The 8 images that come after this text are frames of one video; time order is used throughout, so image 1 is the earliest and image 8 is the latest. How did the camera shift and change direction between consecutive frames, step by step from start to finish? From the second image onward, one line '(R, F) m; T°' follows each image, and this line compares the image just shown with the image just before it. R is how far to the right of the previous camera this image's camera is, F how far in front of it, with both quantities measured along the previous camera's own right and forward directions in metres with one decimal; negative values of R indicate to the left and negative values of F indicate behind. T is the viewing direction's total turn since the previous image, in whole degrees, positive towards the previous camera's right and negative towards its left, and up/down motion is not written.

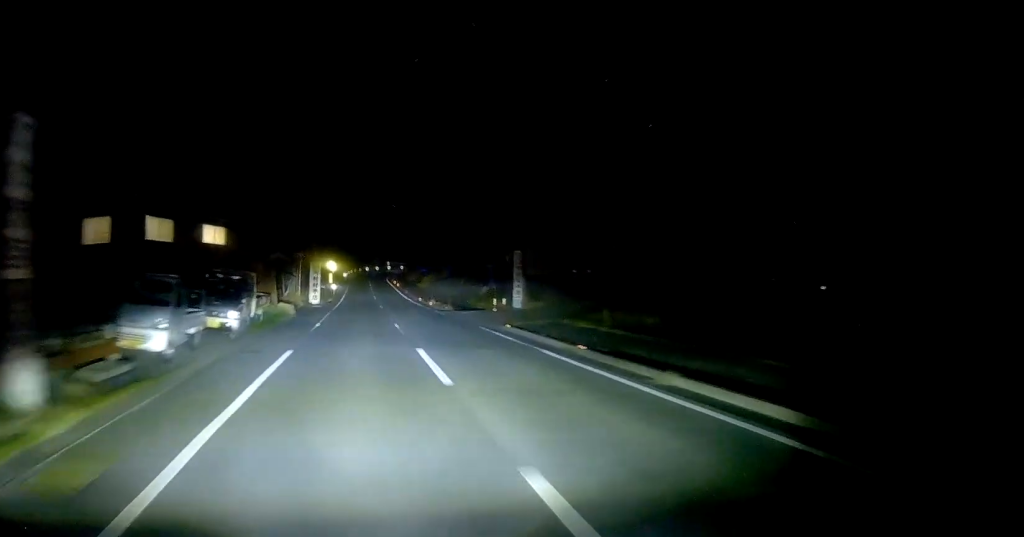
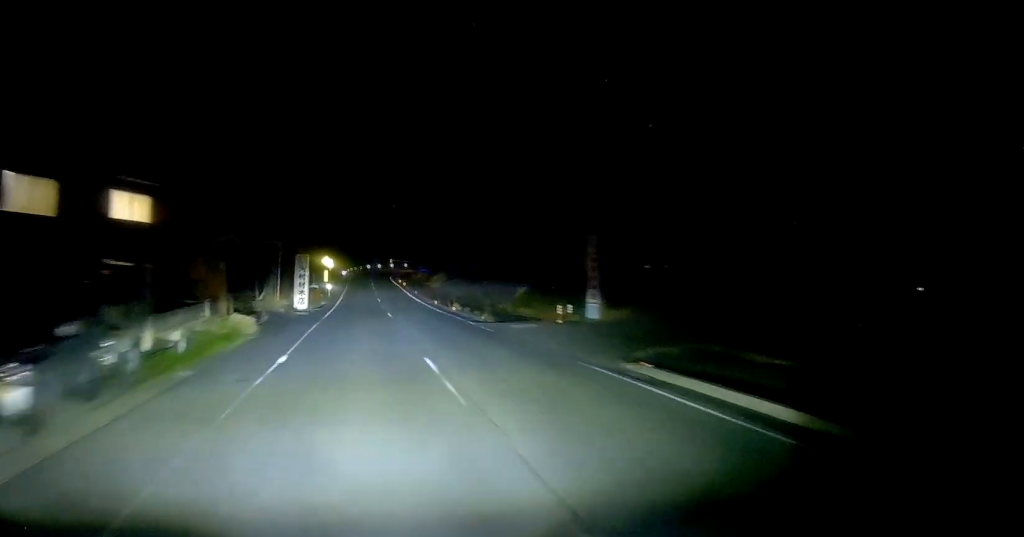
(0.0, +11.2) m; 0°
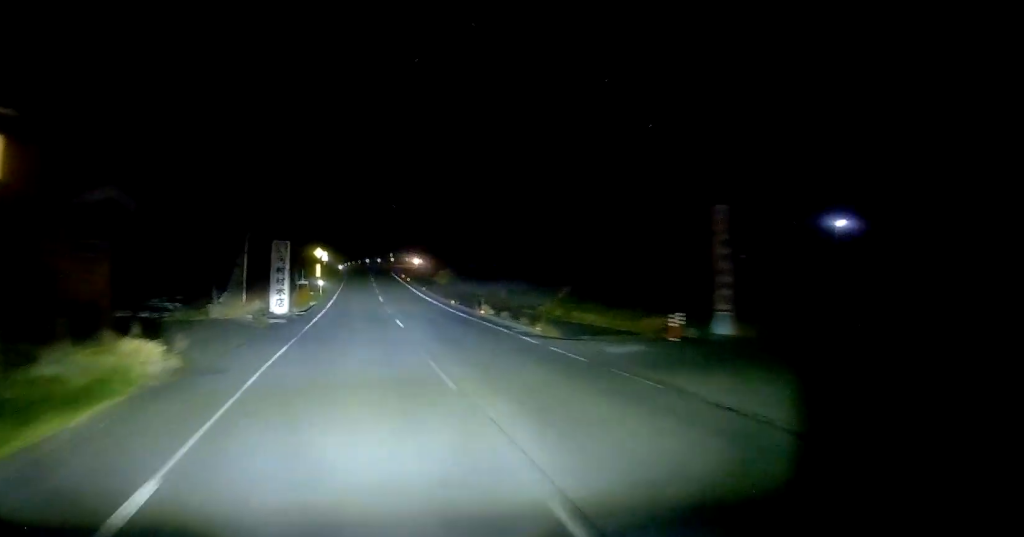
(0.0, +9.1) m; +1°
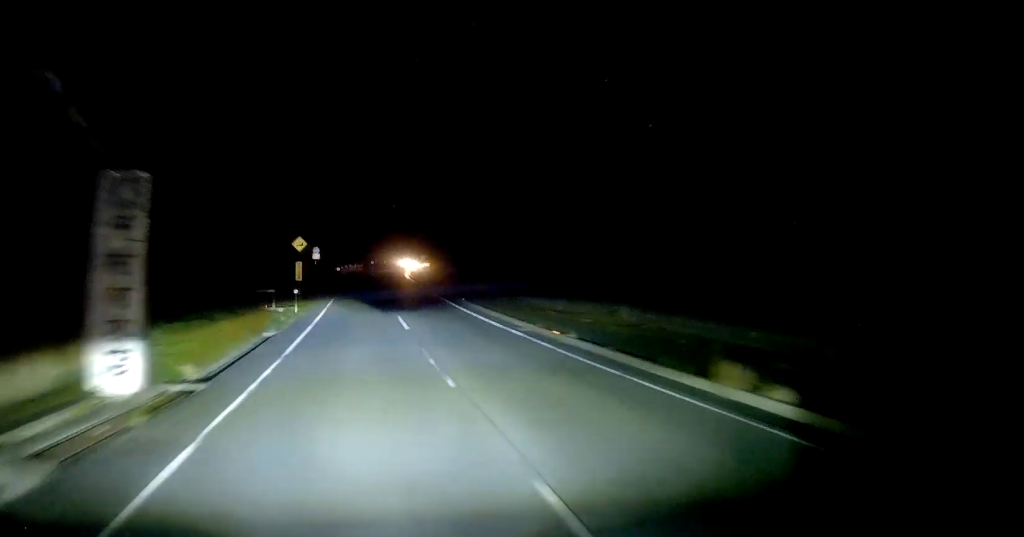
(+0.4, +19.0) m; +1°
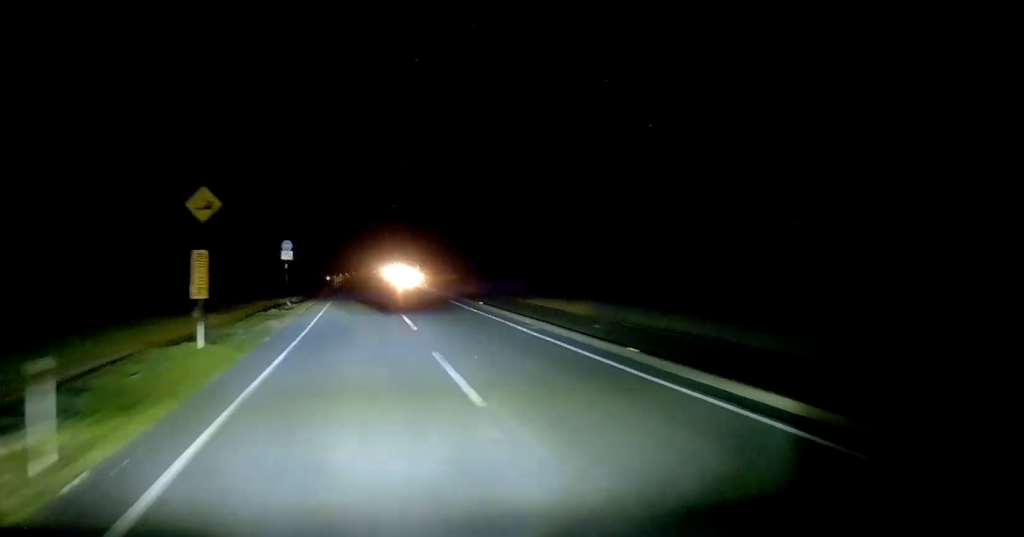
(-0.3, +22.5) m; -2°
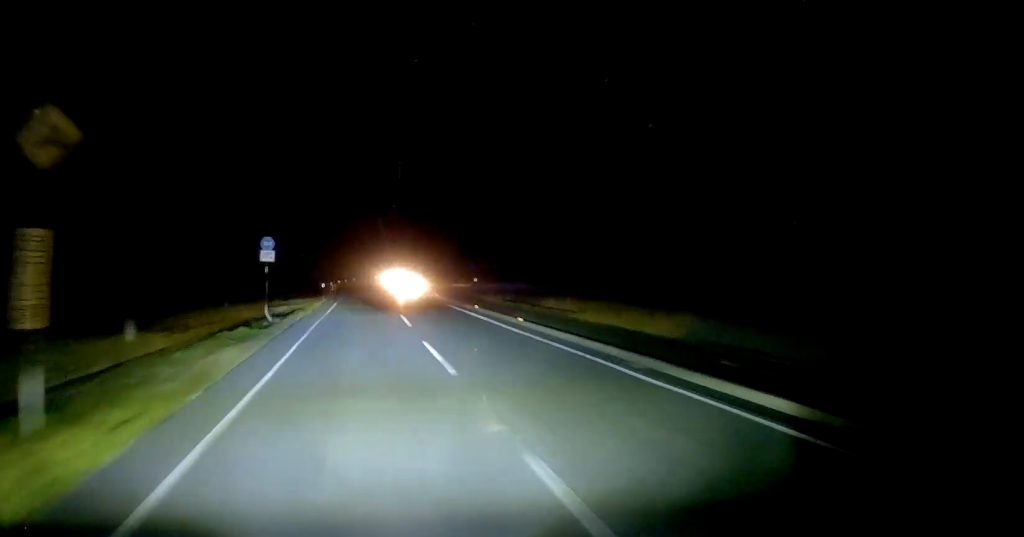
(0.0, +7.4) m; +1°
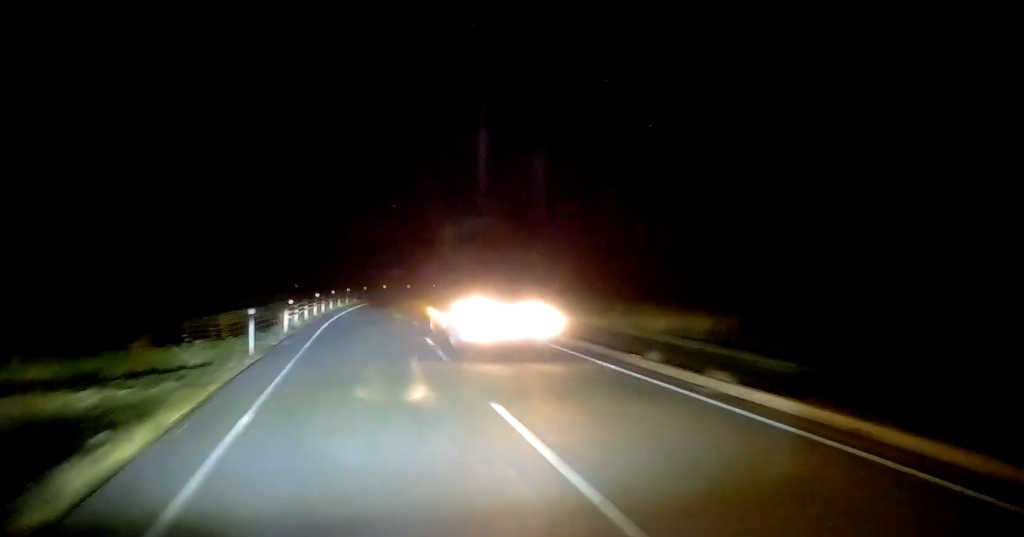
(+0.7, +28.1) m; +1°
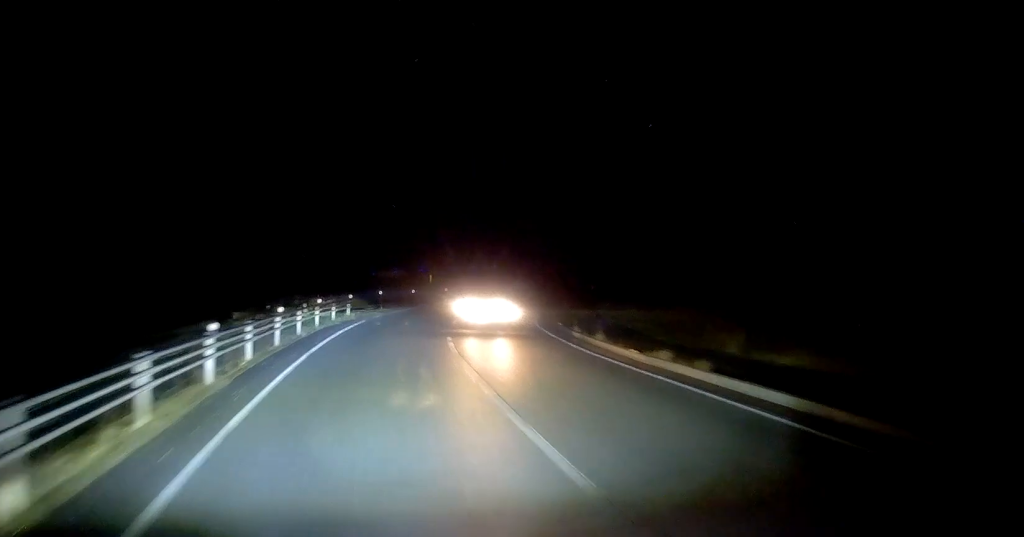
(-0.5, +18.7) m; -1°
